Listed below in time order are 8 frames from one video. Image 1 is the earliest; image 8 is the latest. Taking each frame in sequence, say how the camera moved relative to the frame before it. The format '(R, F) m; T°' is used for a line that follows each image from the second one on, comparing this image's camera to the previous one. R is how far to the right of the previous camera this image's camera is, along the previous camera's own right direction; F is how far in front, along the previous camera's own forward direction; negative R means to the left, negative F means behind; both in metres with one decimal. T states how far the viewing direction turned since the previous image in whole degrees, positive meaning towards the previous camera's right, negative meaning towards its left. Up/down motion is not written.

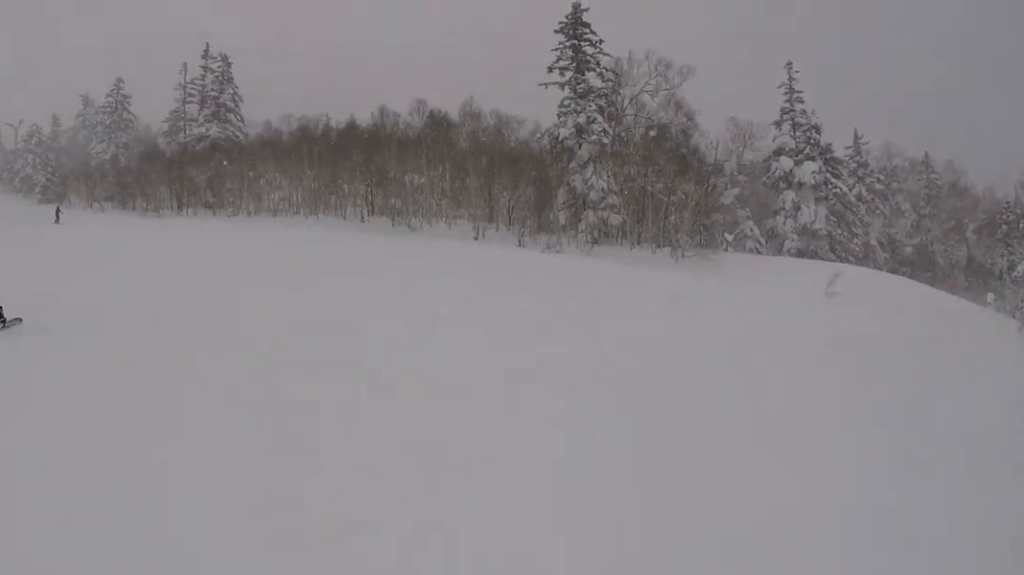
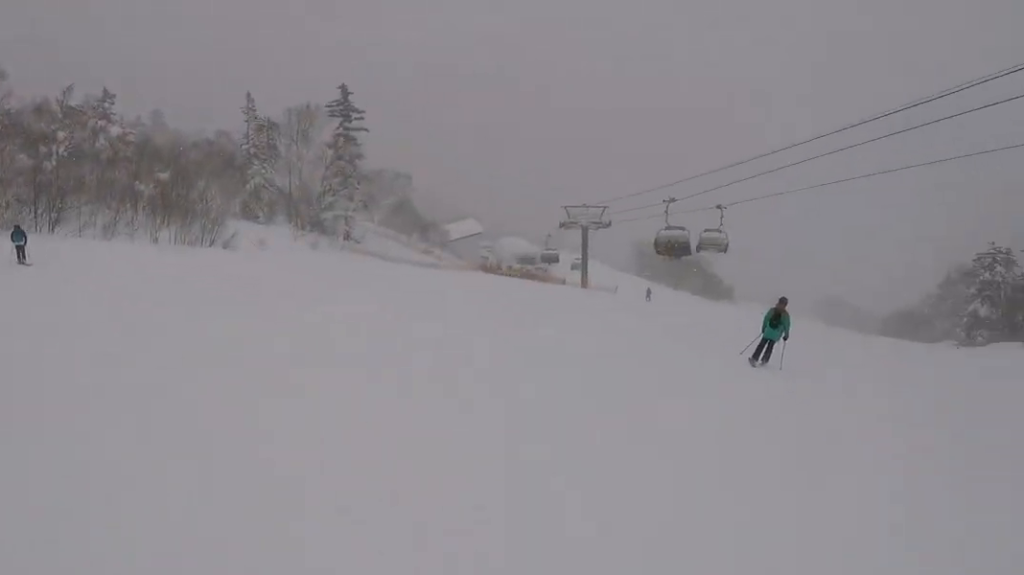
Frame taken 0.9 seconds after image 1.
(+0.4, +7.0) m; -1°
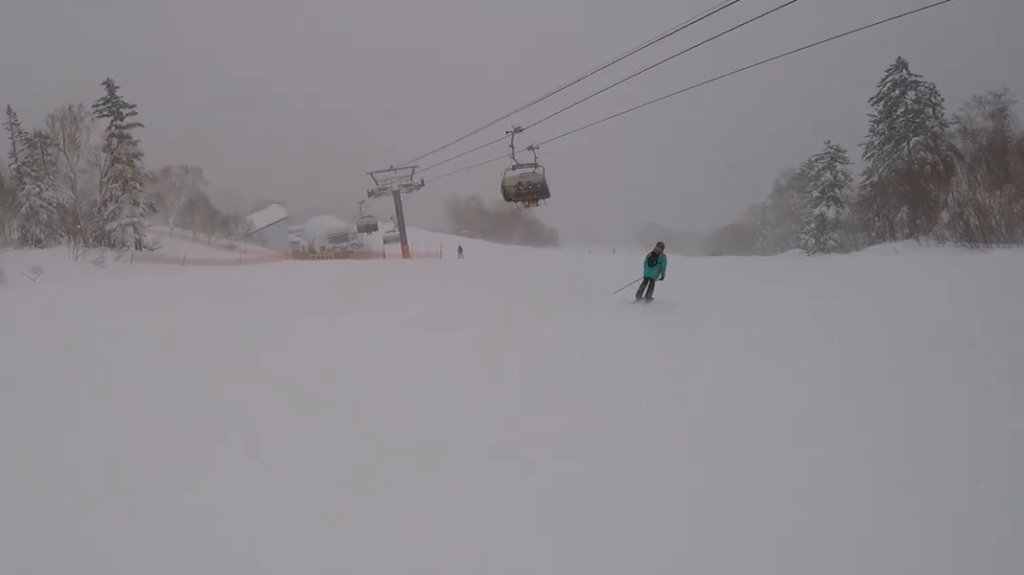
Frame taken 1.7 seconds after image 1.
(-0.7, +7.4) m; -4°
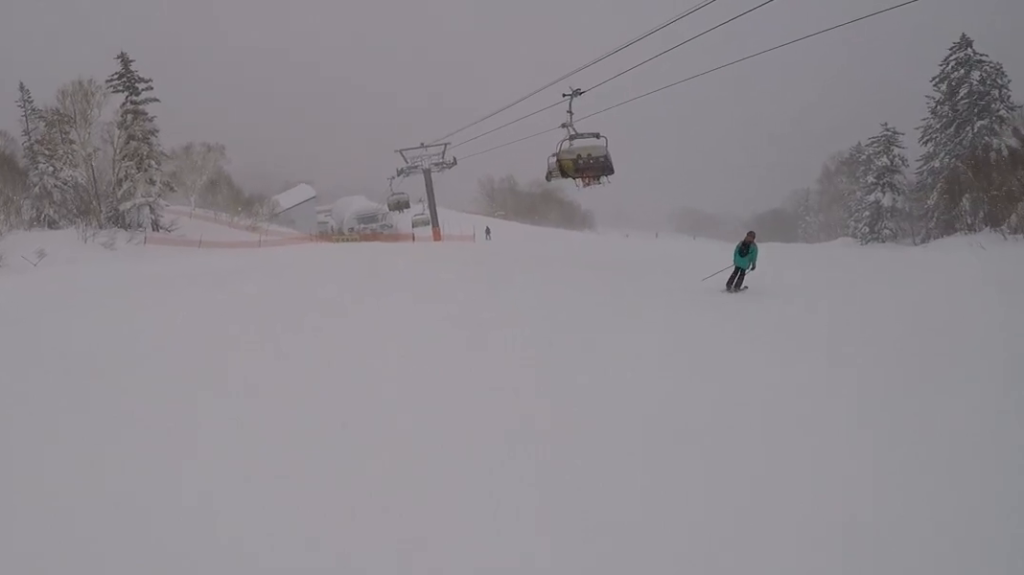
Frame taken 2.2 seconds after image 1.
(-0.1, +3.9) m; +4°
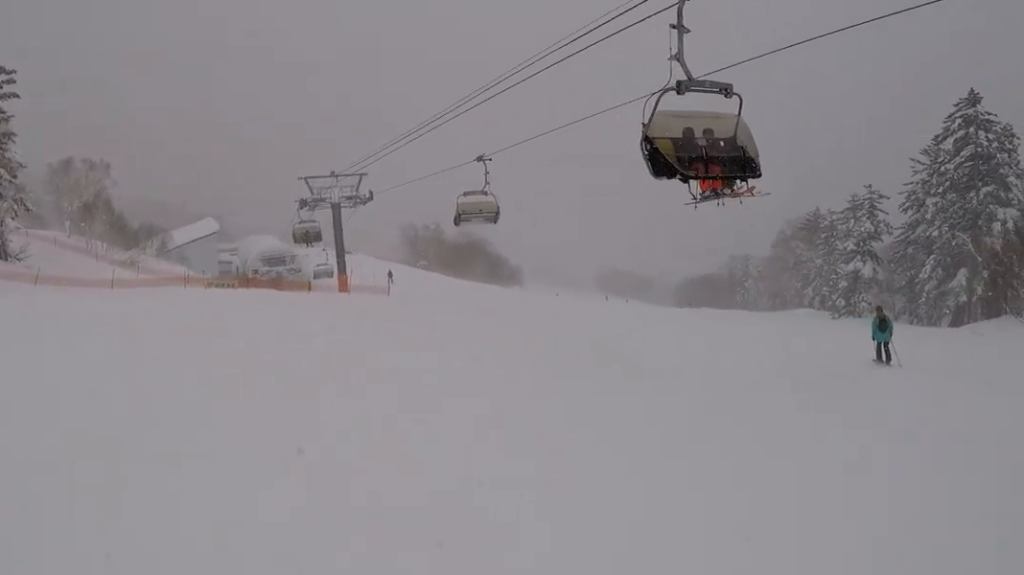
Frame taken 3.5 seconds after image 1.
(+1.6, +12.2) m; +22°
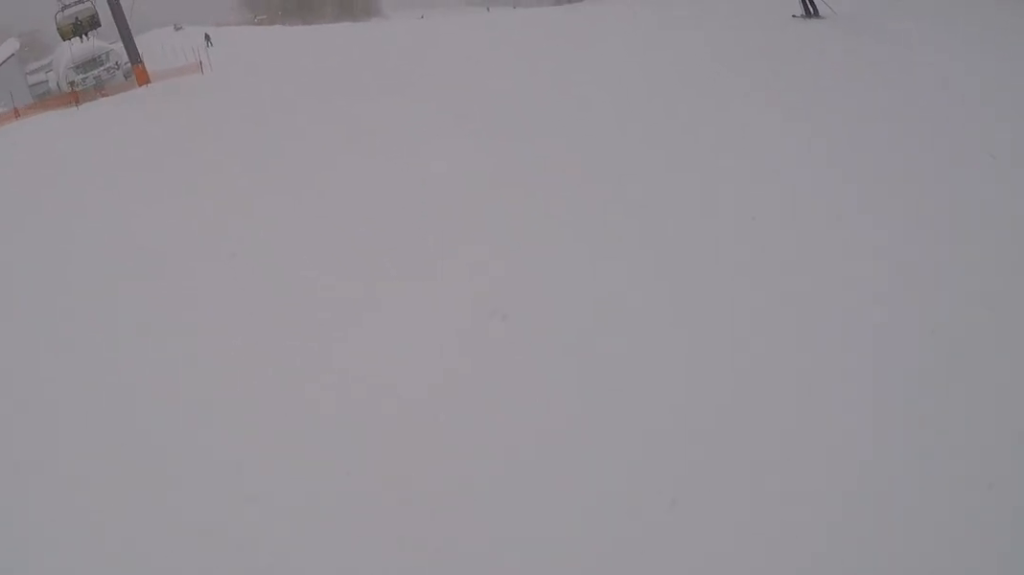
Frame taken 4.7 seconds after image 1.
(+1.9, +10.9) m; +10°
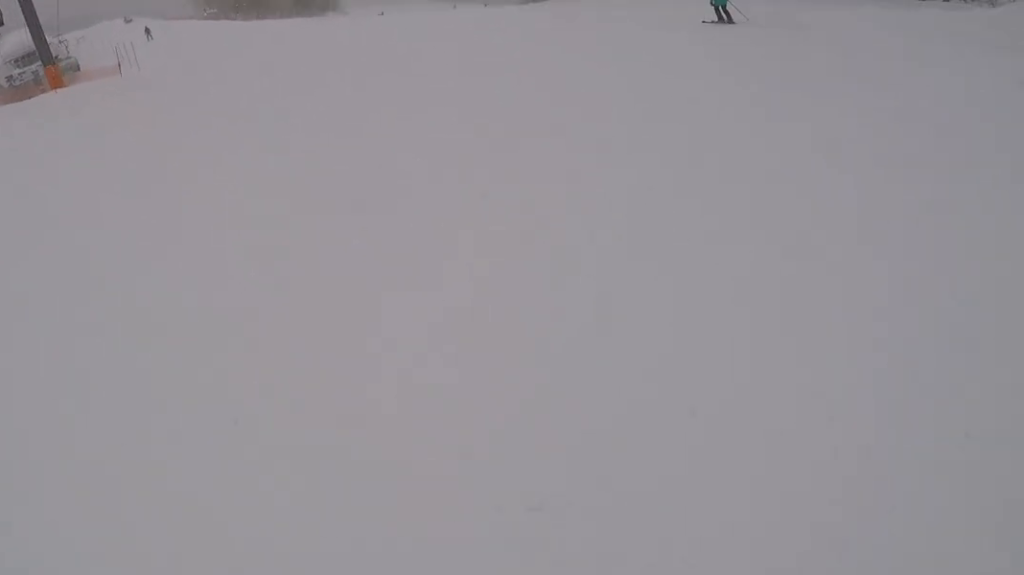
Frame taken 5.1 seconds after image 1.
(+0.1, +4.3) m; -4°
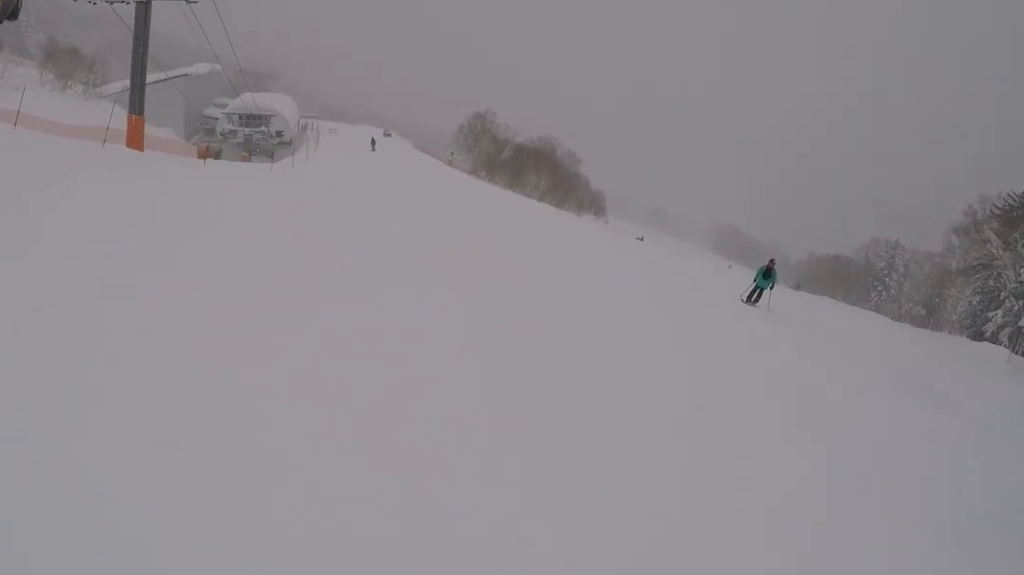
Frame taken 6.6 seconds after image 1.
(-1.7, +13.0) m; -23°
